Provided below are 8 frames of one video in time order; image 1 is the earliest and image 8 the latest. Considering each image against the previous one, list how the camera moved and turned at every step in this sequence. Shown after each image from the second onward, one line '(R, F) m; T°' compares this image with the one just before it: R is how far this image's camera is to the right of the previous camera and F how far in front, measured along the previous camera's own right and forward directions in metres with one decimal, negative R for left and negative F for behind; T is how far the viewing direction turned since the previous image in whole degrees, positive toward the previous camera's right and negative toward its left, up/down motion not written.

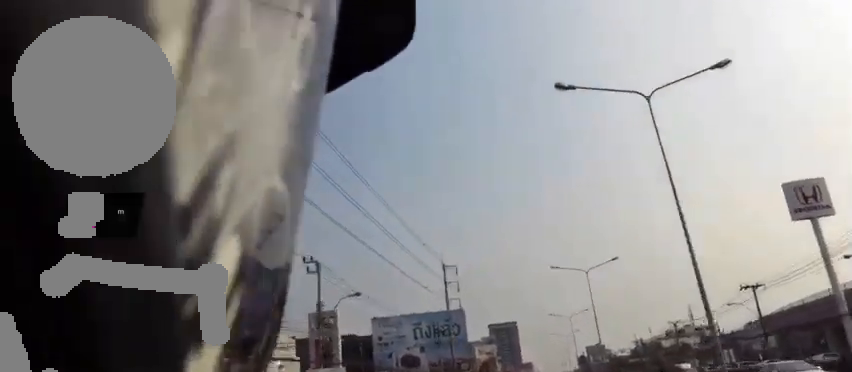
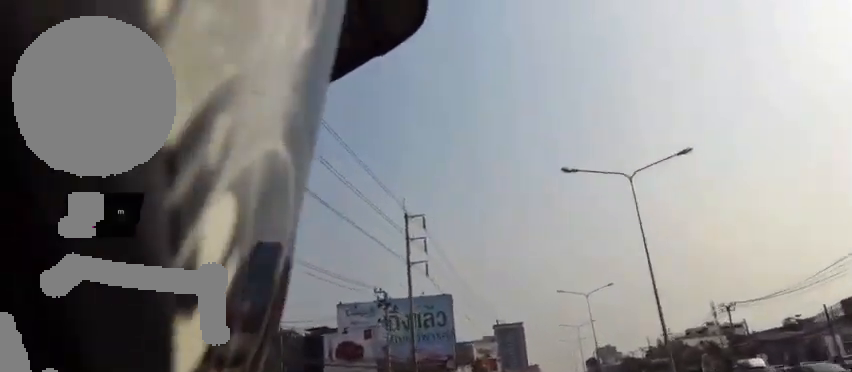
(+0.5, +24.7) m; 0°
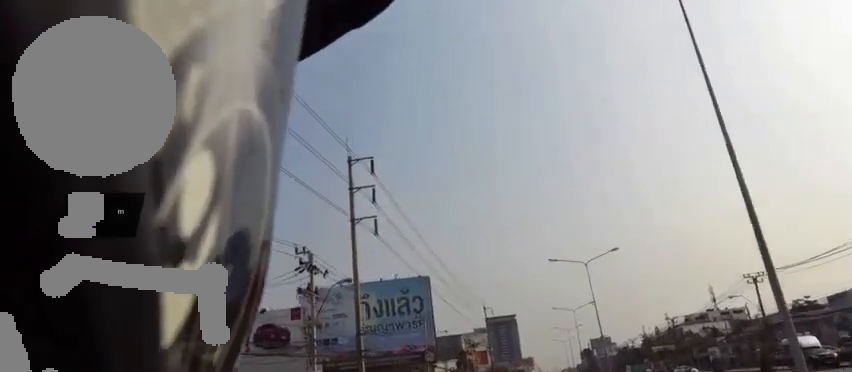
(-0.3, +13.4) m; 0°
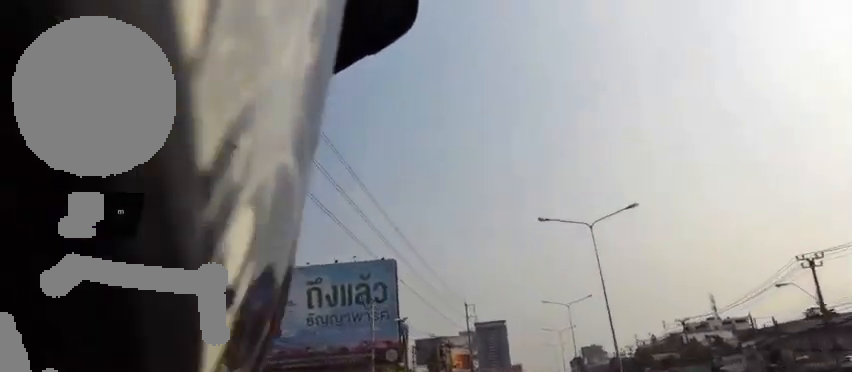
(+0.9, +16.3) m; 0°
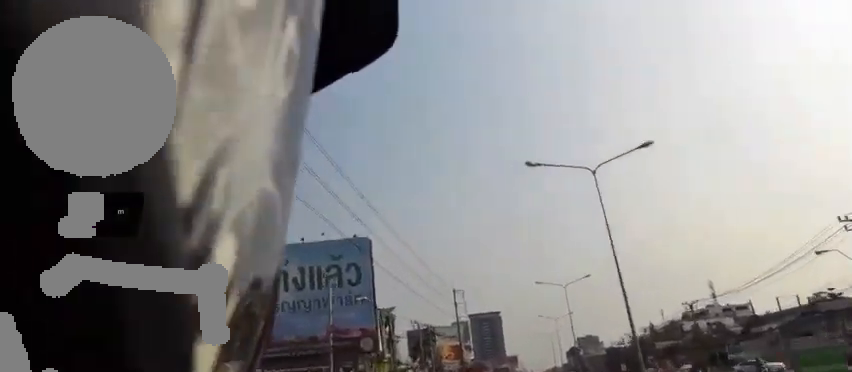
(-0.7, +8.8) m; 0°
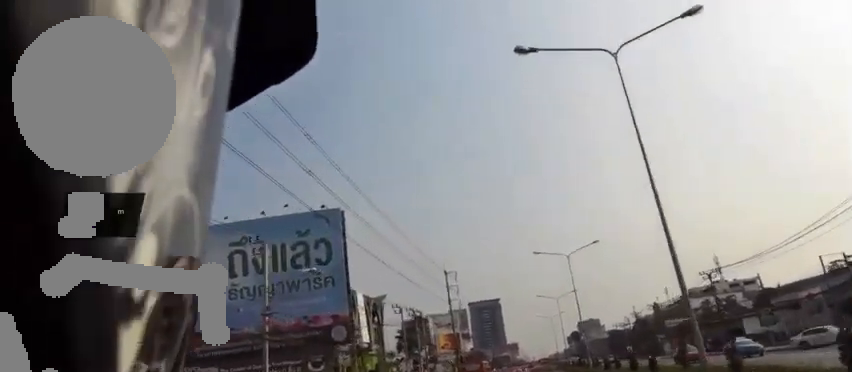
(-0.2, +9.8) m; +1°
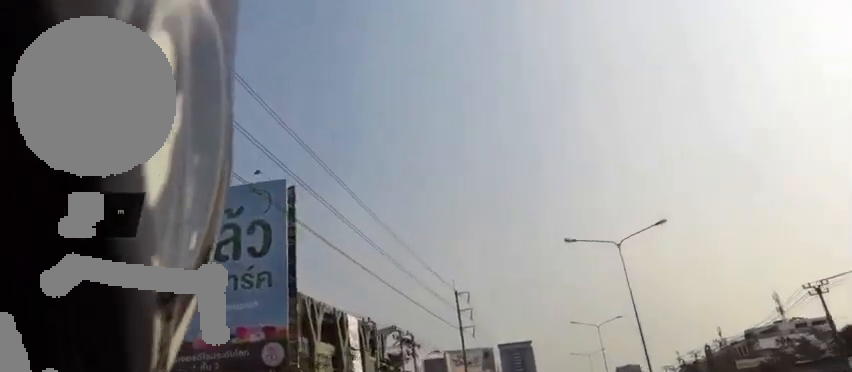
(+1.2, +19.1) m; +4°
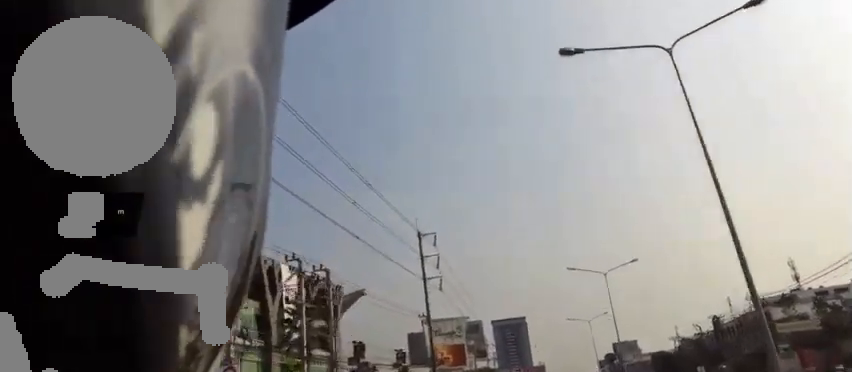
(+0.1, +18.8) m; -3°
